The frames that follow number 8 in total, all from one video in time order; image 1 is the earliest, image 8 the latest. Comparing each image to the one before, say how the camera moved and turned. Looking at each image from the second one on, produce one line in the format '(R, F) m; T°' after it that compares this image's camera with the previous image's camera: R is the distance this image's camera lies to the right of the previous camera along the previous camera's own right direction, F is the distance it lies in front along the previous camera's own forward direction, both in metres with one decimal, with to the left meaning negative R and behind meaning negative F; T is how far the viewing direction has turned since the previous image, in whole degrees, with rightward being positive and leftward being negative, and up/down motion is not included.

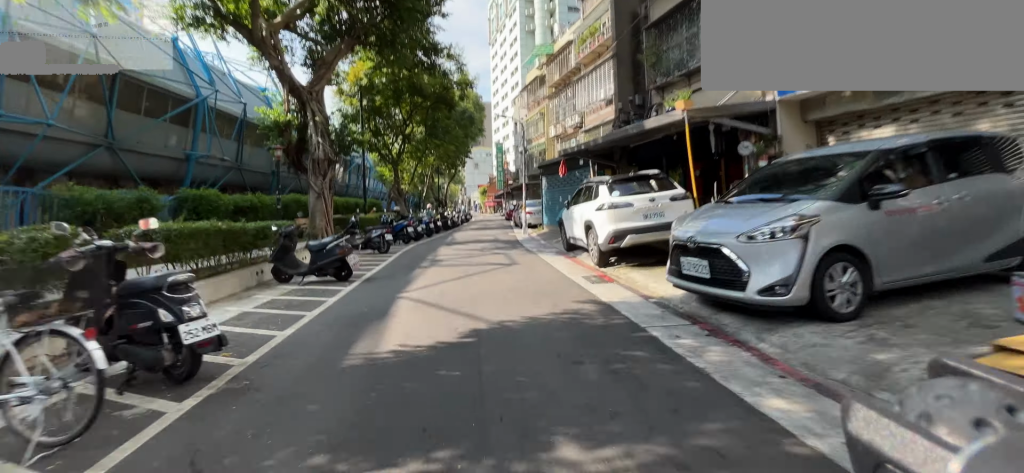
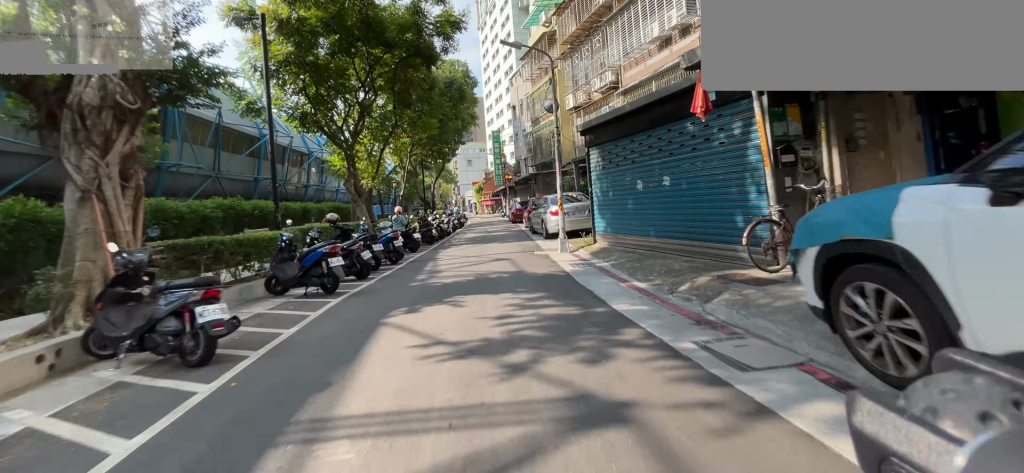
(+0.2, +10.1) m; +1°
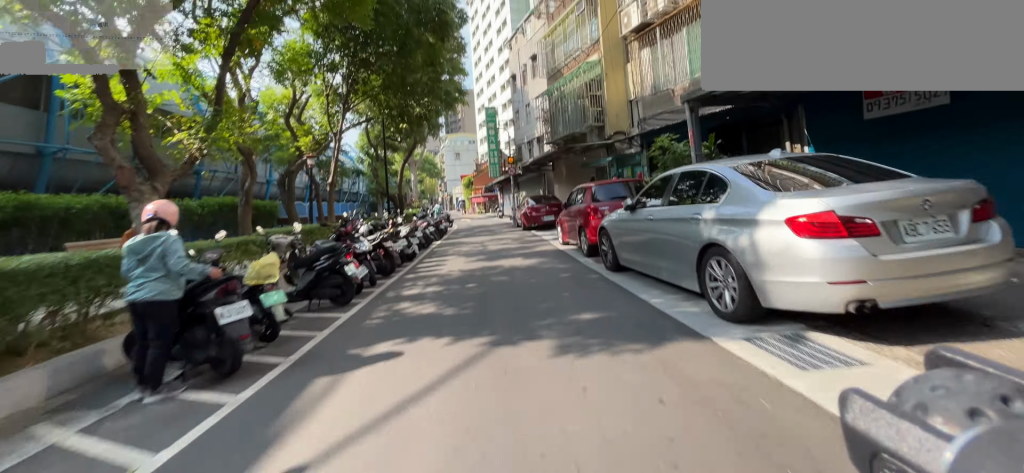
(+0.1, +12.3) m; -1°
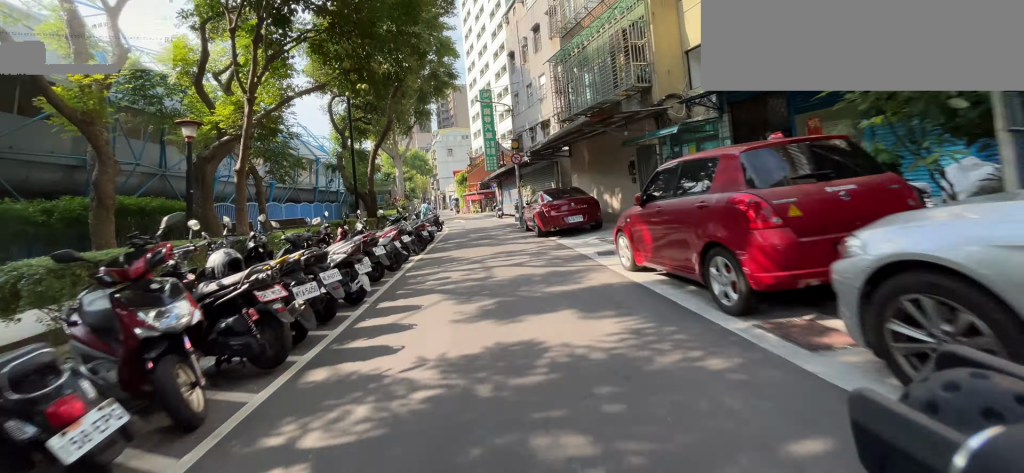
(-0.2, +5.4) m; -1°
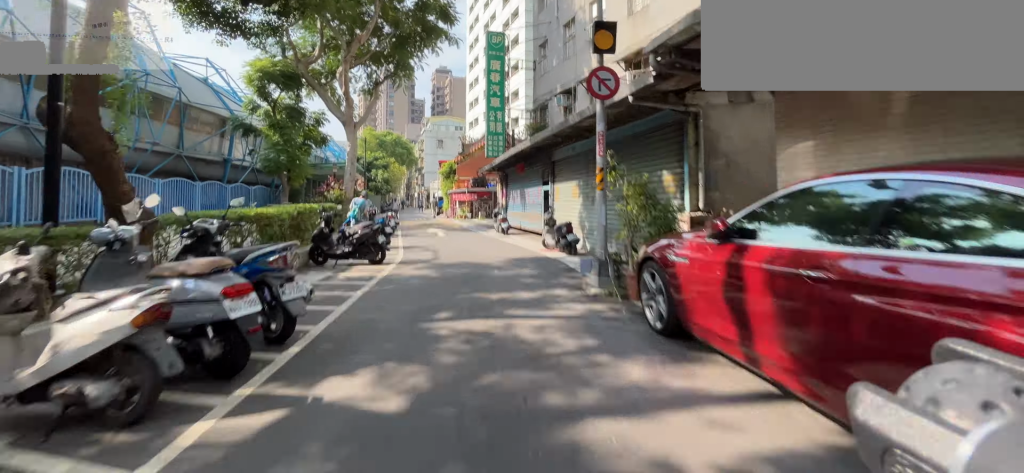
(-0.2, +12.5) m; -2°
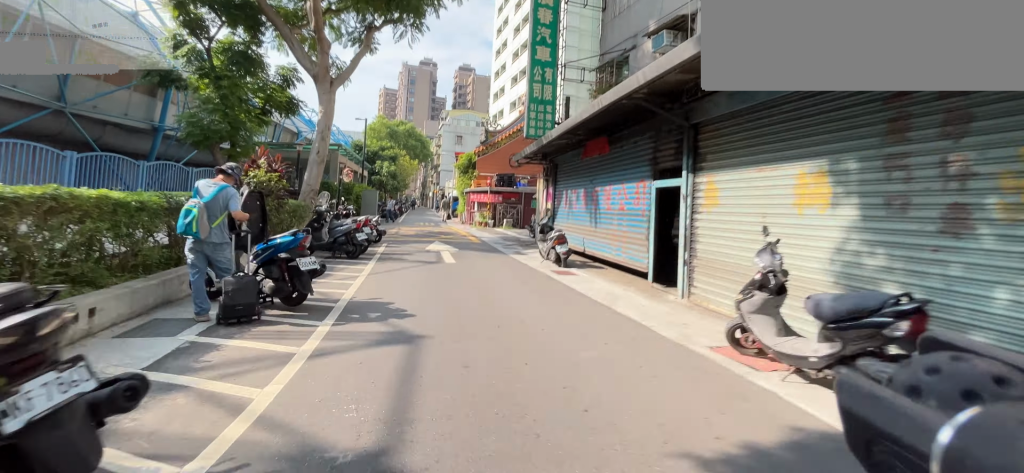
(-0.1, +7.7) m; -2°
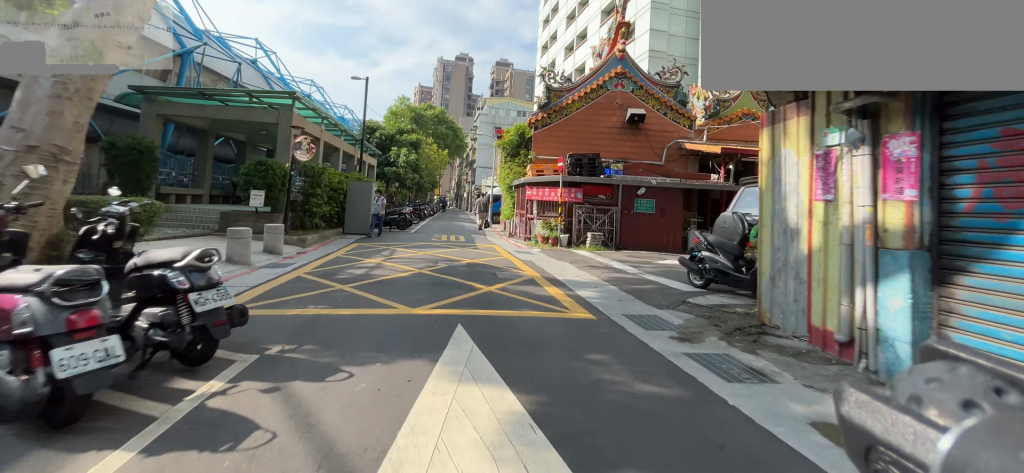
(-0.3, +10.0) m; -1°
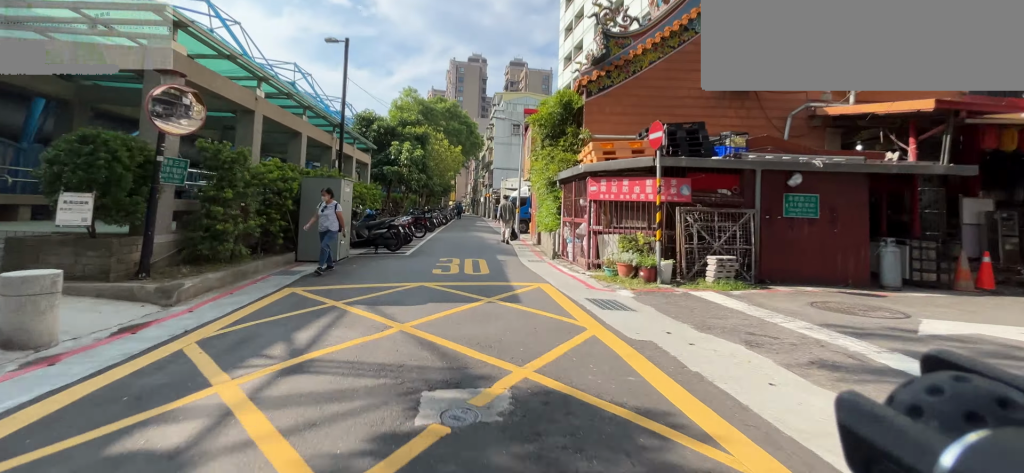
(0.0, +5.5) m; +1°
